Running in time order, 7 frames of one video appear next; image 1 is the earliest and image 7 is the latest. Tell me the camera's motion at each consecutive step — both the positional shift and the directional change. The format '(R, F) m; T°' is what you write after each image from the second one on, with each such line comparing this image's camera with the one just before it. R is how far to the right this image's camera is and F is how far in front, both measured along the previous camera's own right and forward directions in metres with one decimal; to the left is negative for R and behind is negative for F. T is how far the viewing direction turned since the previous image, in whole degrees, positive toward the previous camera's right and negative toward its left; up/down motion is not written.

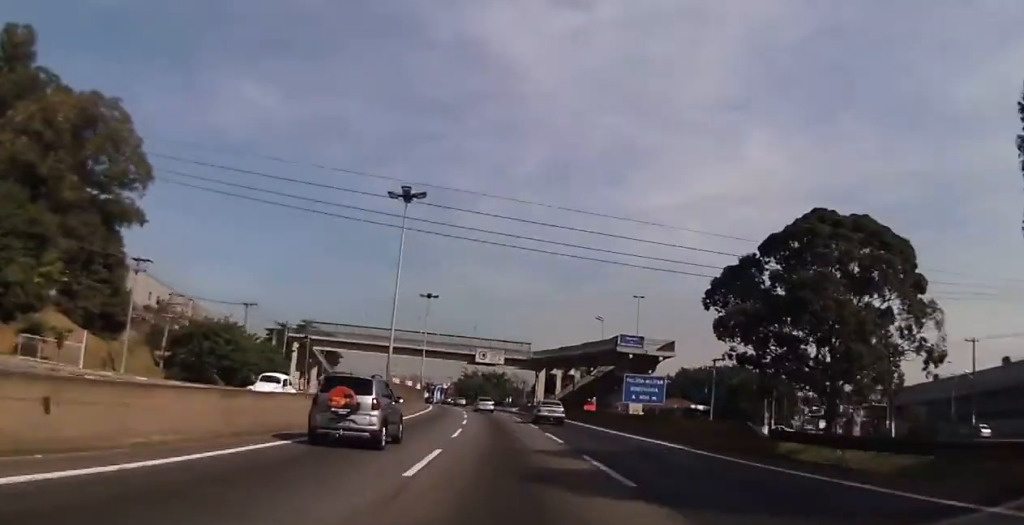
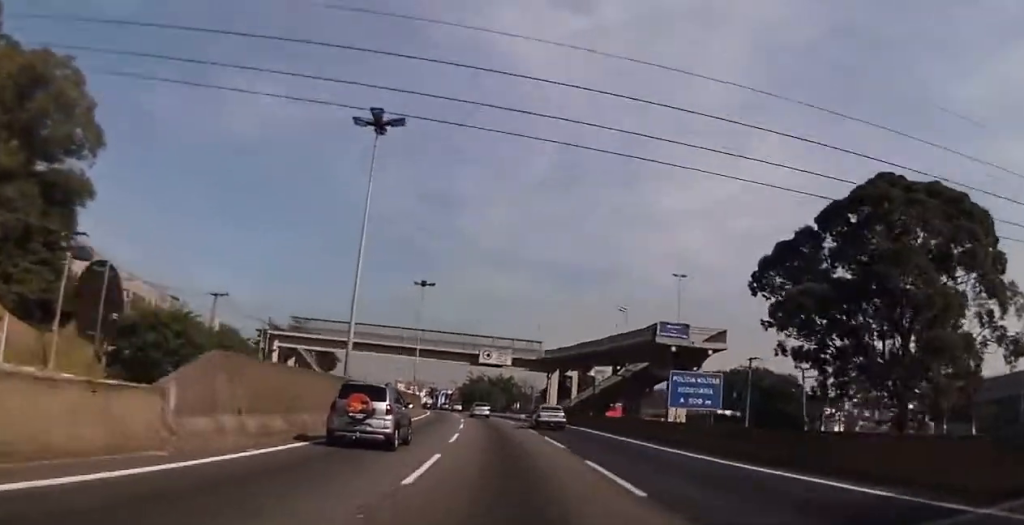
(-0.2, +12.3) m; -1°
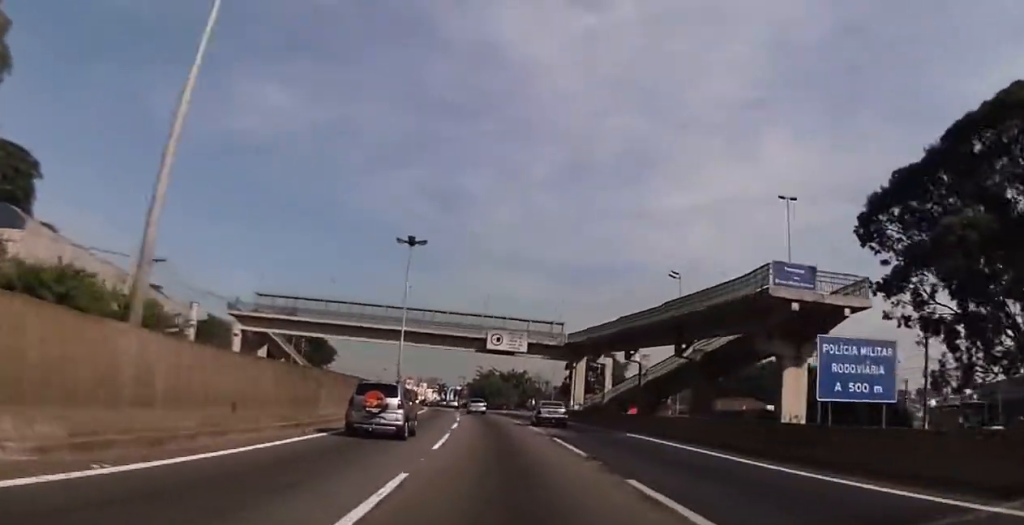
(-0.1, +18.1) m; 0°
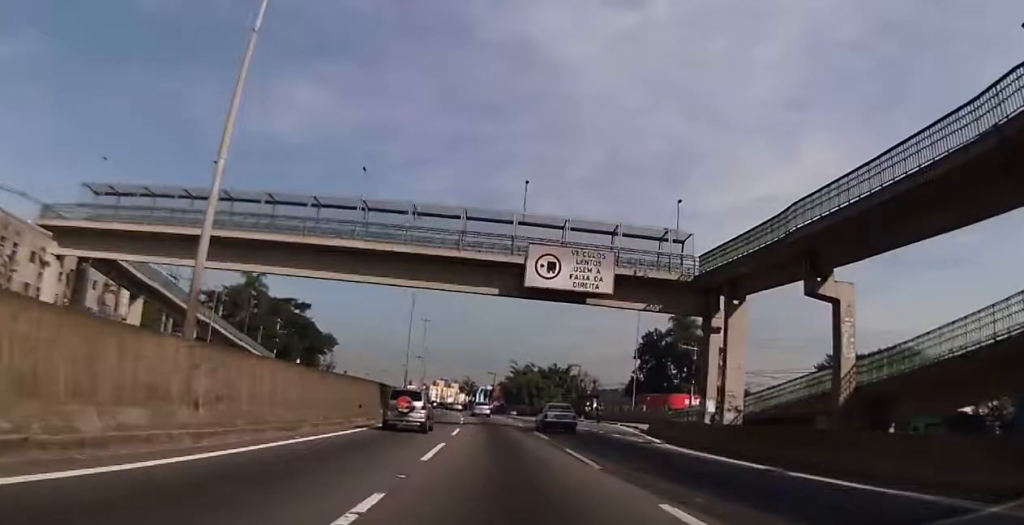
(-0.9, +42.6) m; -3°
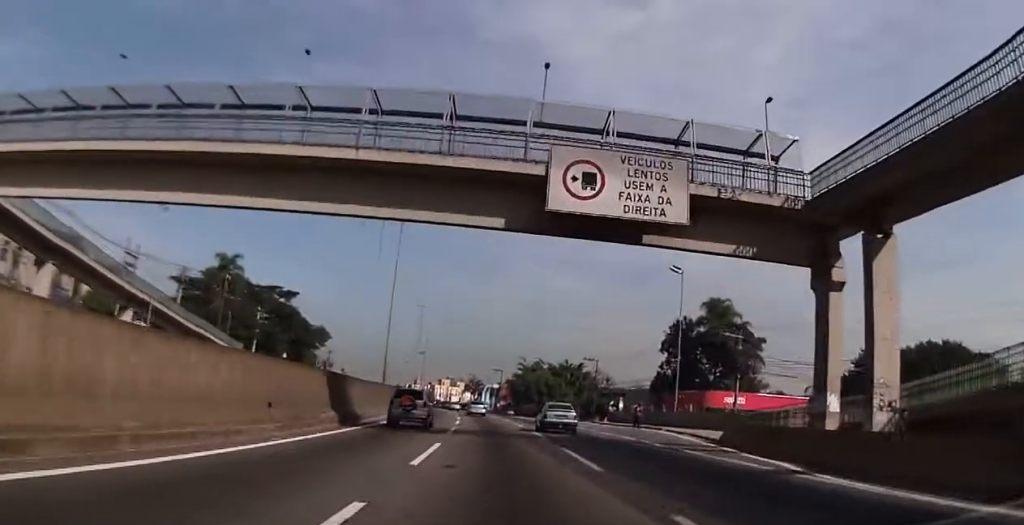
(-0.1, +13.9) m; -1°
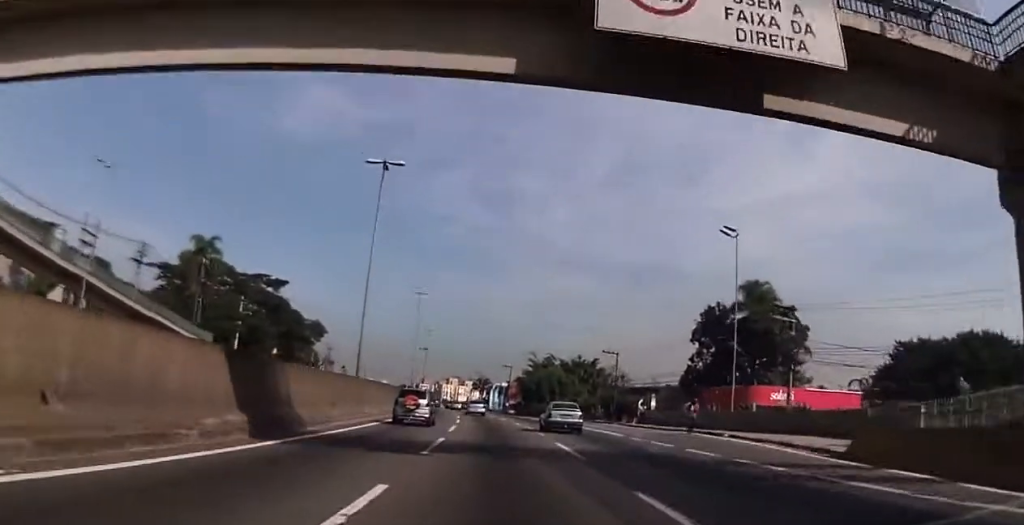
(0.0, +10.2) m; -1°
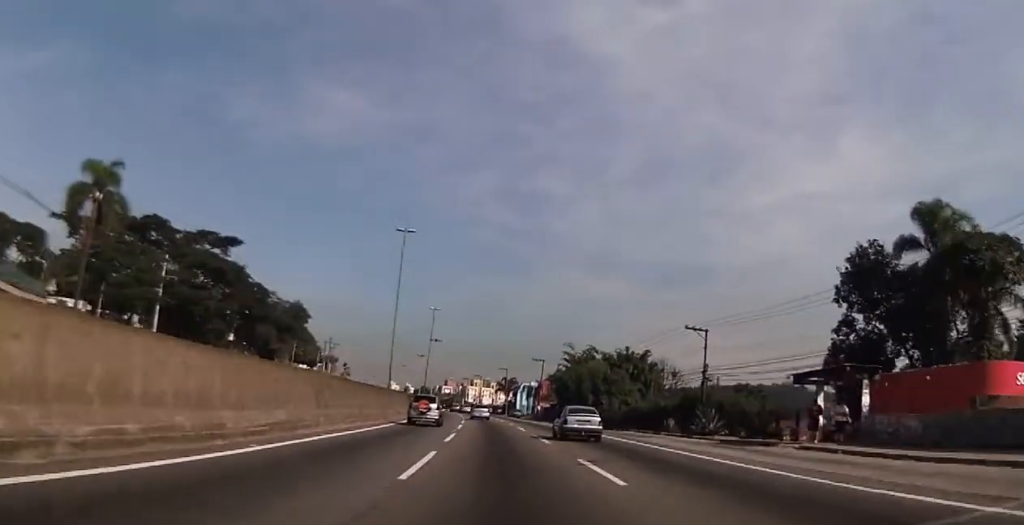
(-0.6, +26.2) m; -2°
